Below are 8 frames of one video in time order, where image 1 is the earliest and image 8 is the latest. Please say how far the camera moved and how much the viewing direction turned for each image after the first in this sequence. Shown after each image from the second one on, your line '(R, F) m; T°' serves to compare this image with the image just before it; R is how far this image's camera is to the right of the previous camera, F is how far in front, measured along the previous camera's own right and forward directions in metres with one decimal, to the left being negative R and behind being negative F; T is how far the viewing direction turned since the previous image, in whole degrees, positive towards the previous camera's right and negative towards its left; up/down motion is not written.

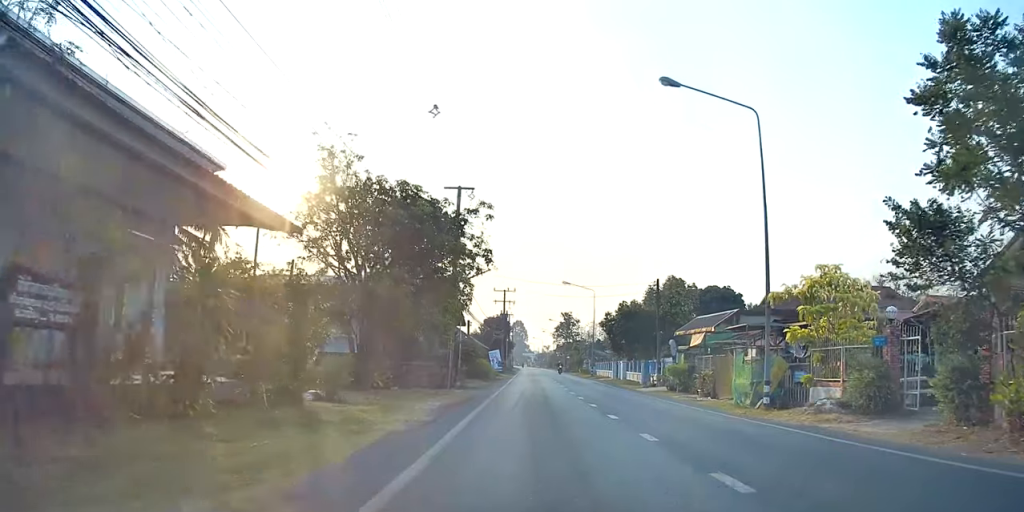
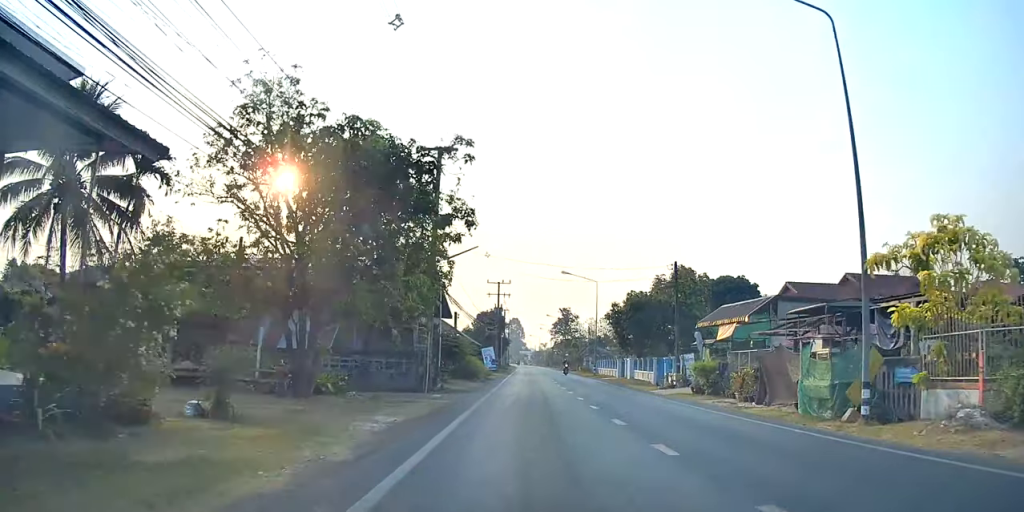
(-0.1, +5.5) m; -1°
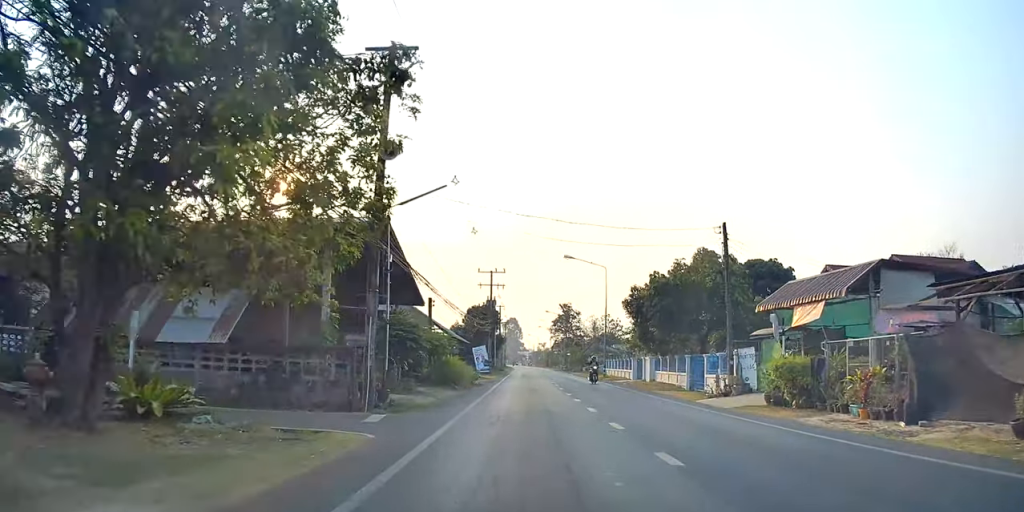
(-0.1, +8.6) m; +1°
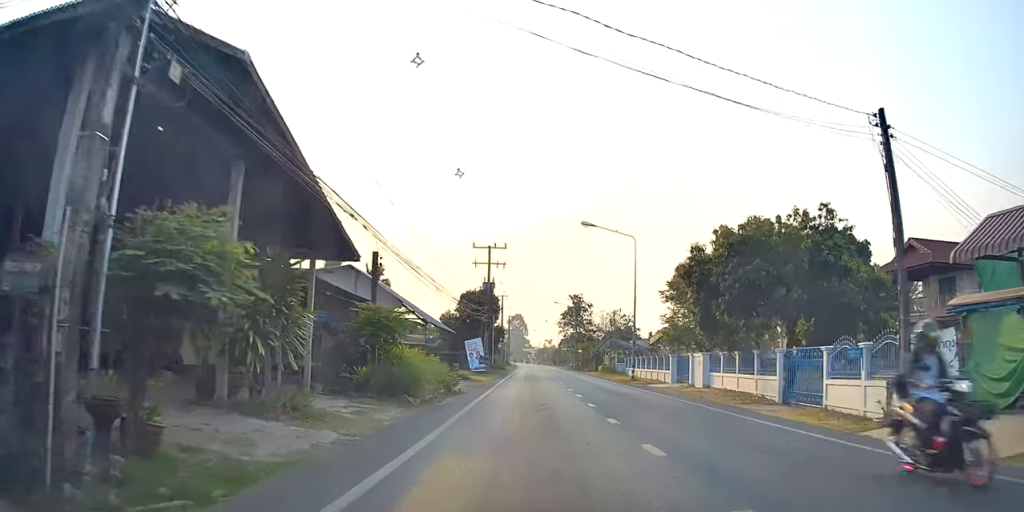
(+0.5, +11.2) m; +3°
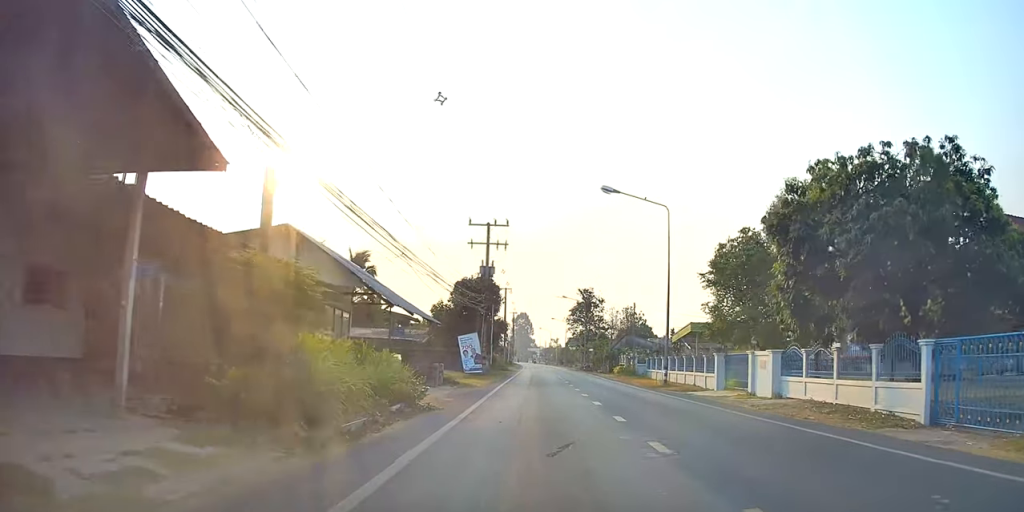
(0.0, +7.7) m; +1°
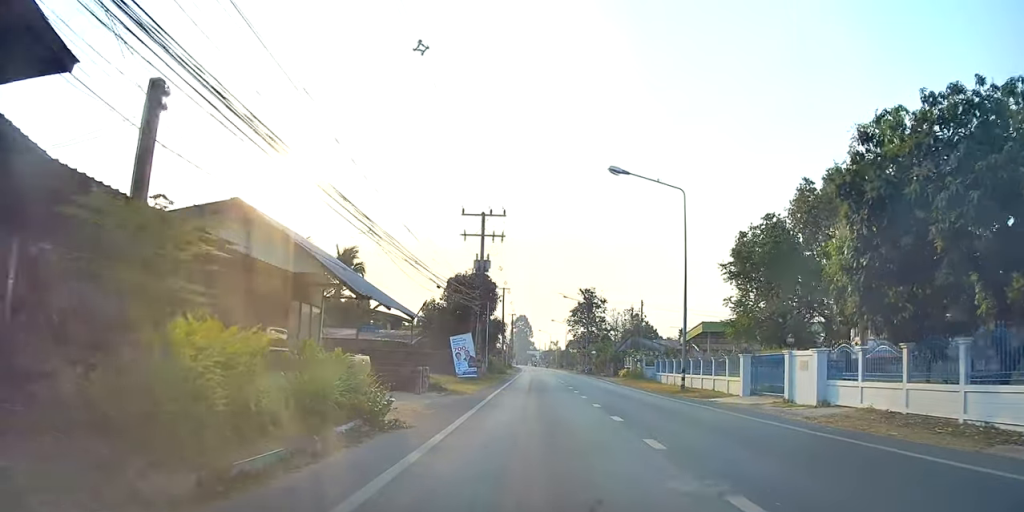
(-0.1, +3.6) m; 0°
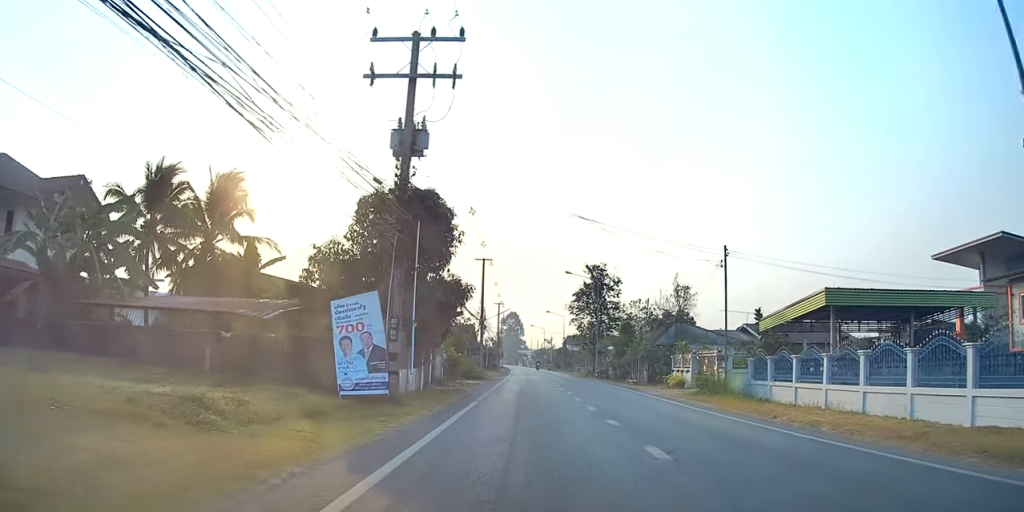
(0.0, +20.0) m; 0°
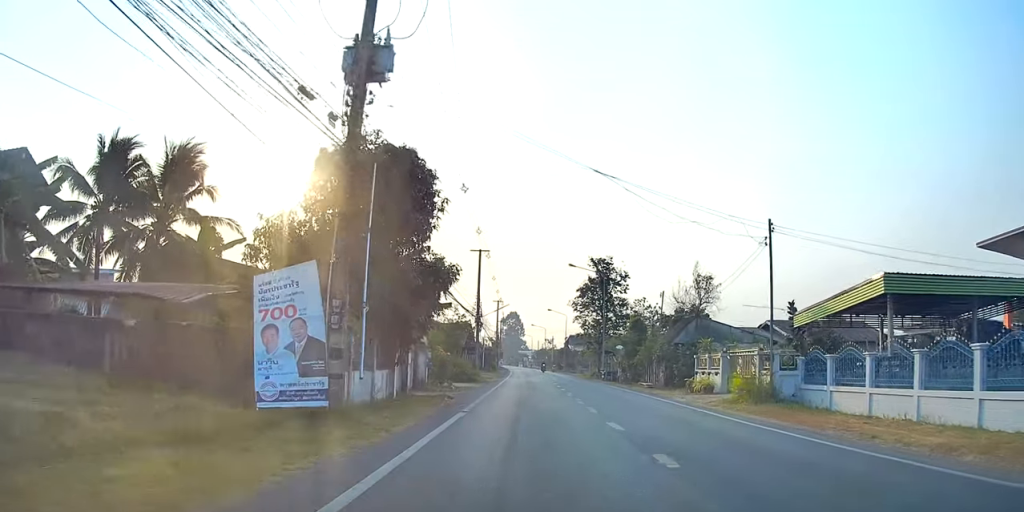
(+0.1, +4.4) m; +1°
